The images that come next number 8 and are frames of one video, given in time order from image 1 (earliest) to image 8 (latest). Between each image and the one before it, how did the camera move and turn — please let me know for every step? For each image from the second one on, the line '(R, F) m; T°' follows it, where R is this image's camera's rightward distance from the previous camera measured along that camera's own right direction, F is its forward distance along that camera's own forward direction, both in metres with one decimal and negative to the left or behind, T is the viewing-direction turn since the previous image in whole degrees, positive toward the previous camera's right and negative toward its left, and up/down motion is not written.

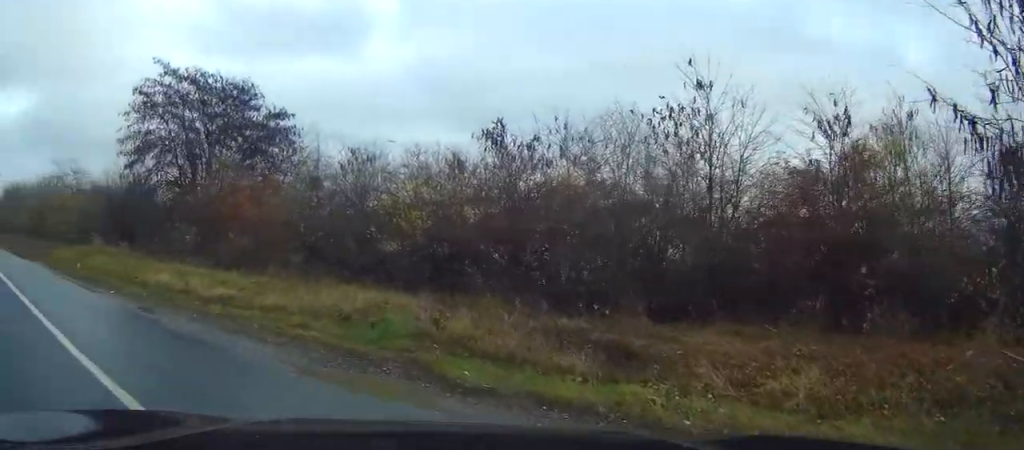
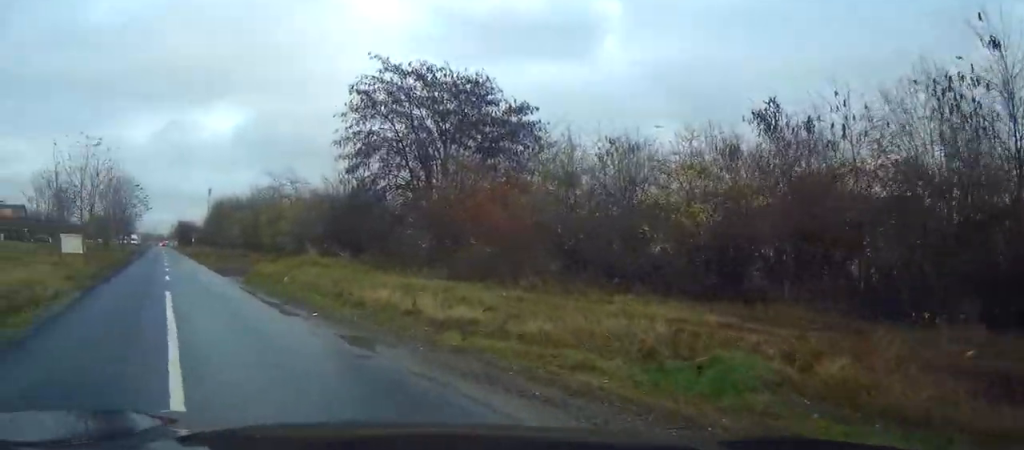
(-0.3, +3.1) m; -16°
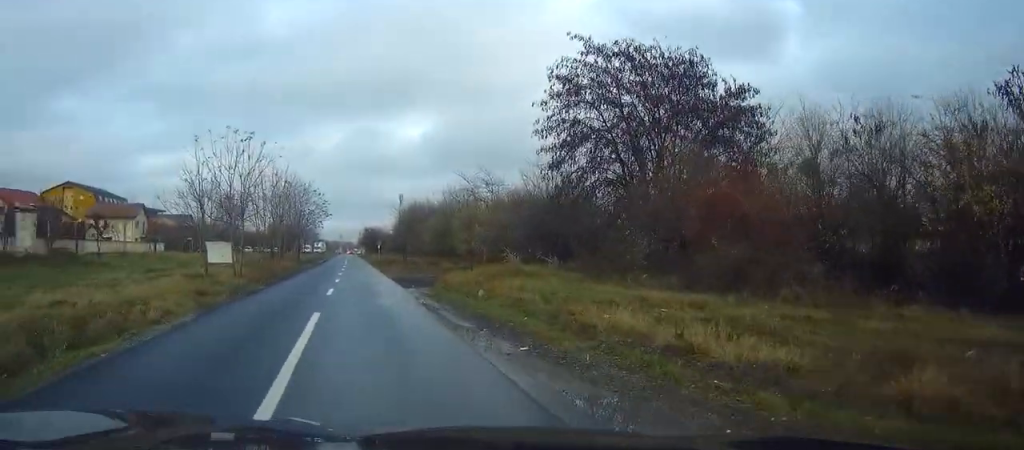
(-0.5, +3.8) m; -15°
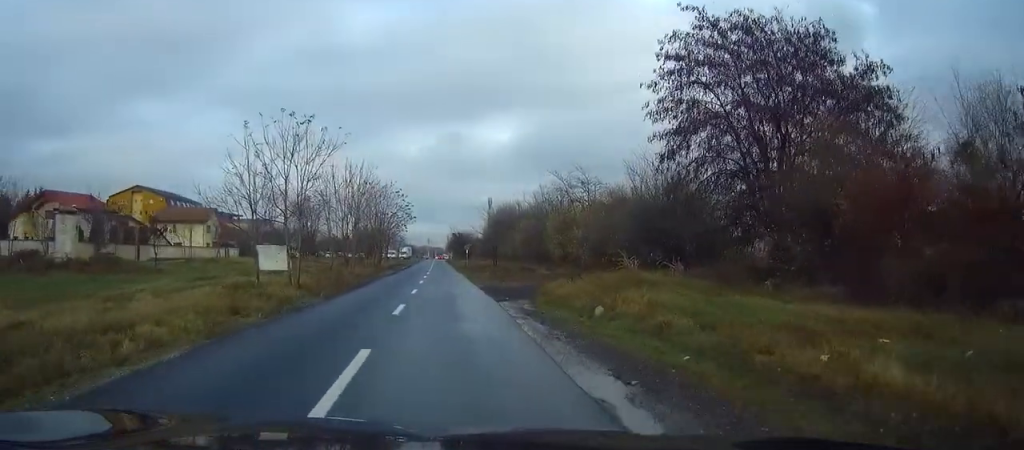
(-0.5, +4.2) m; -11°
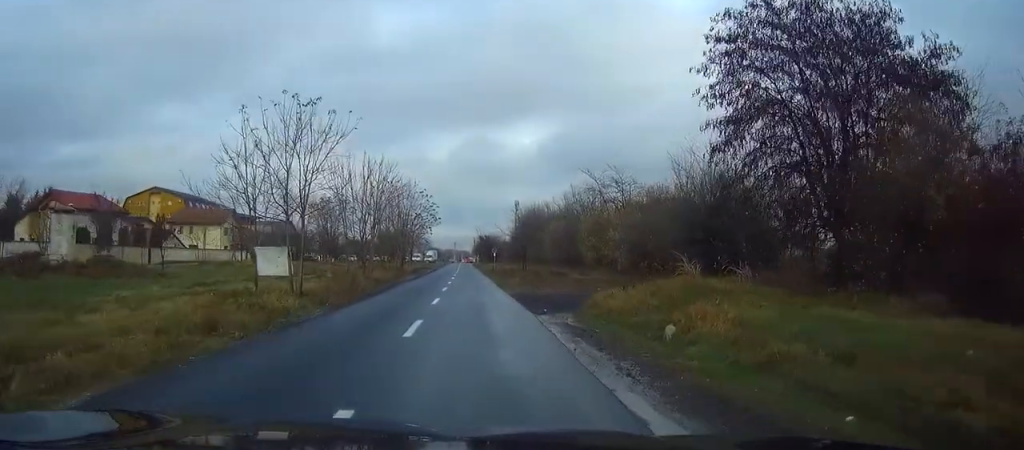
(-0.2, +3.5) m; -2°
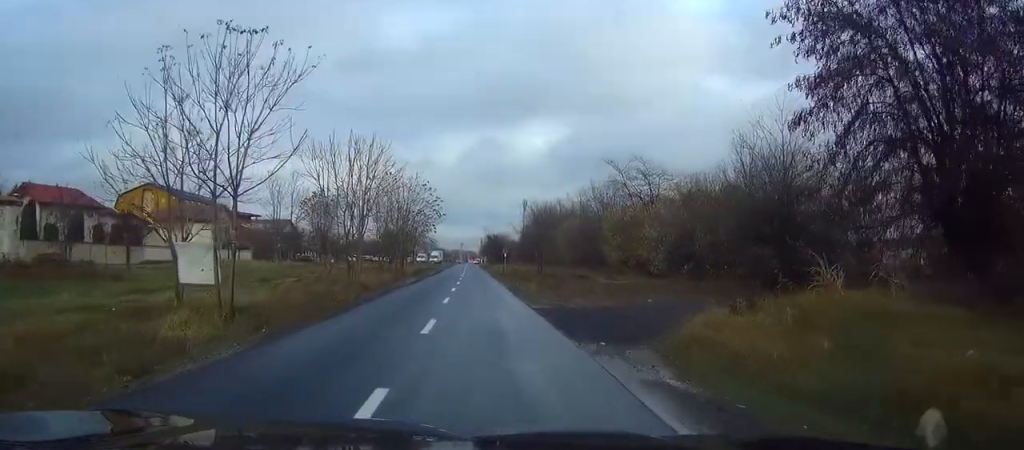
(-0.2, +6.8) m; -2°
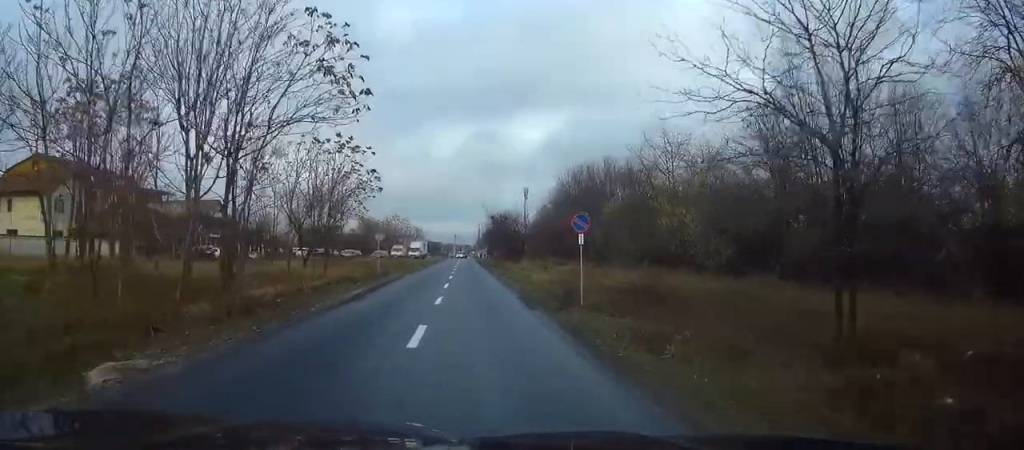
(-0.4, +44.9) m; 0°
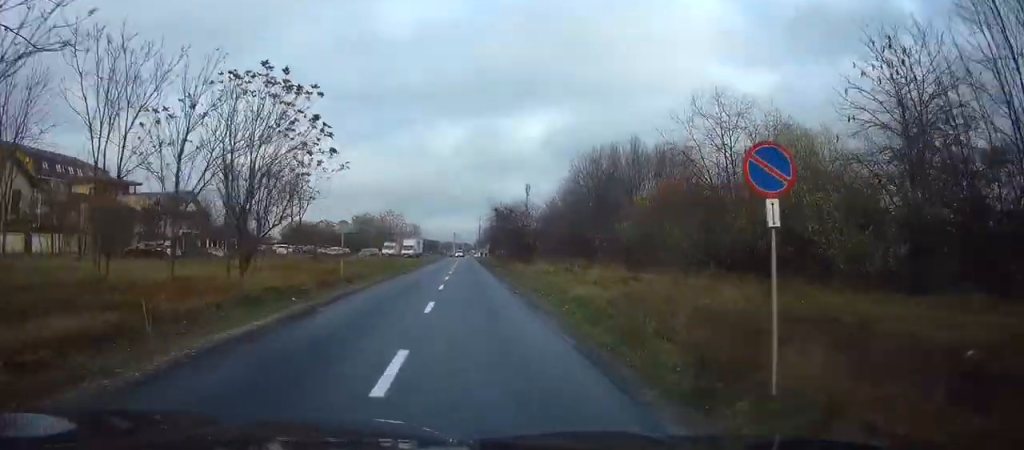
(0.0, +12.7) m; 0°
